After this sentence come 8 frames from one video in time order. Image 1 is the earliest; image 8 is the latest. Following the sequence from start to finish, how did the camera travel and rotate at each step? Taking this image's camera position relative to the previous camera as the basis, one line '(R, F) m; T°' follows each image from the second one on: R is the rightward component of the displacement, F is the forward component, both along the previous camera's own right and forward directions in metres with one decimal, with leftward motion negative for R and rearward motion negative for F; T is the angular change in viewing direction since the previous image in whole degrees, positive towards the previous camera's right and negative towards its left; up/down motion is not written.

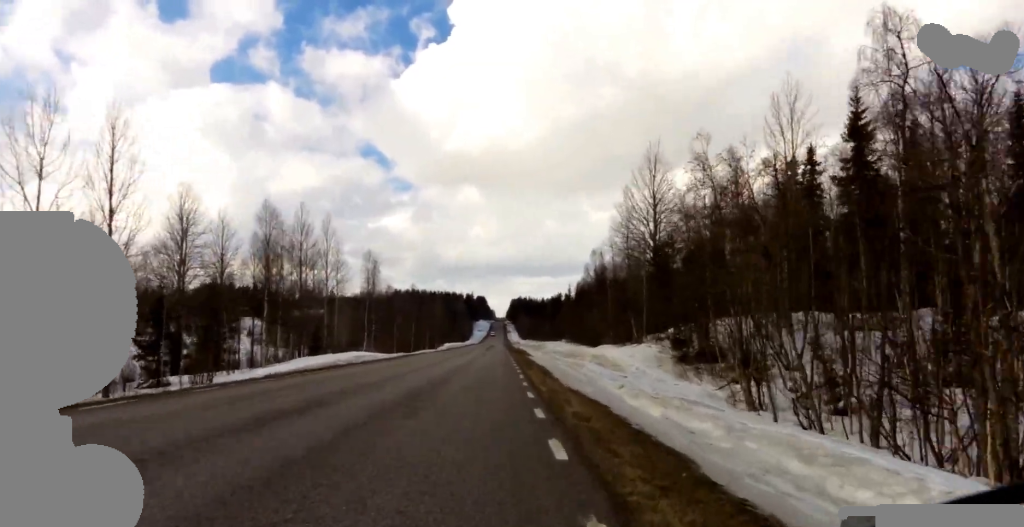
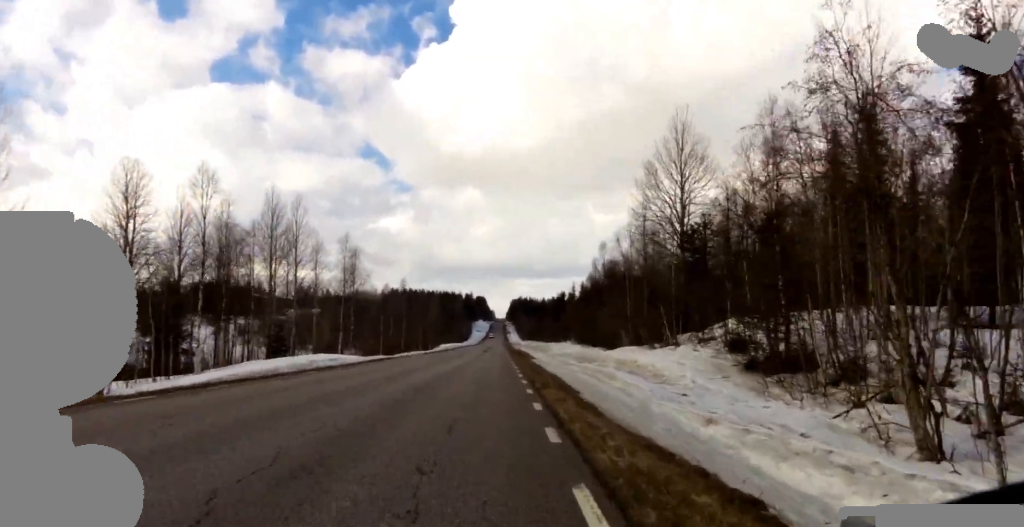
(0.0, +8.0) m; 0°
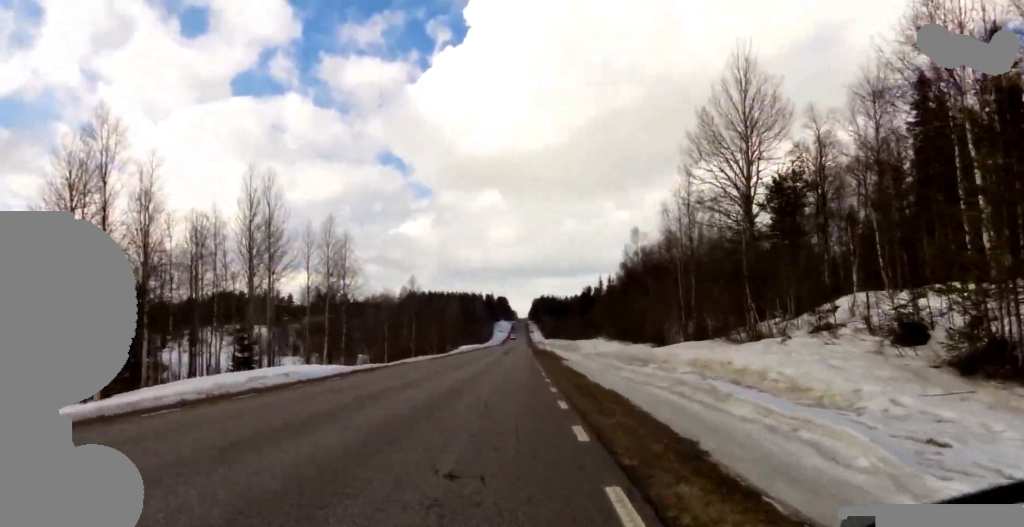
(0.0, +9.0) m; 0°
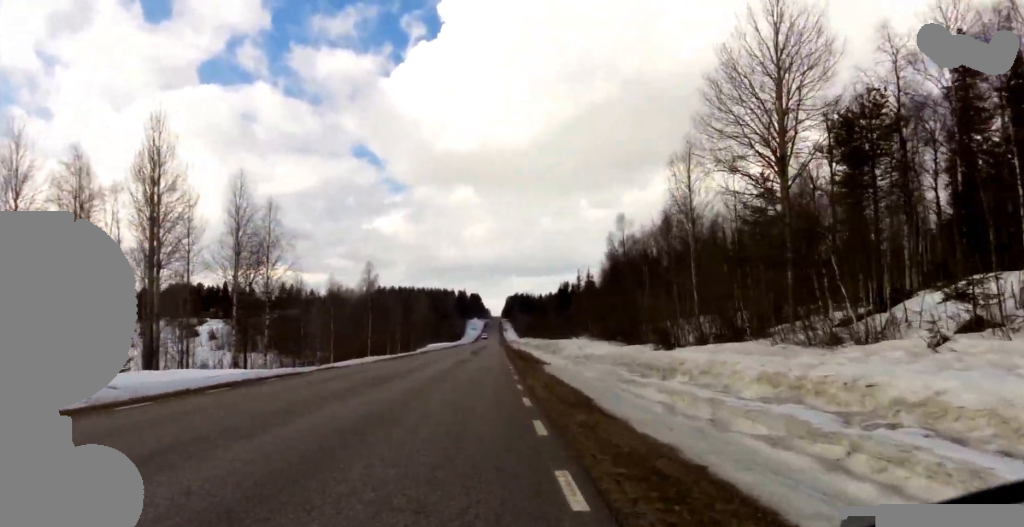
(0.0, +8.3) m; +1°
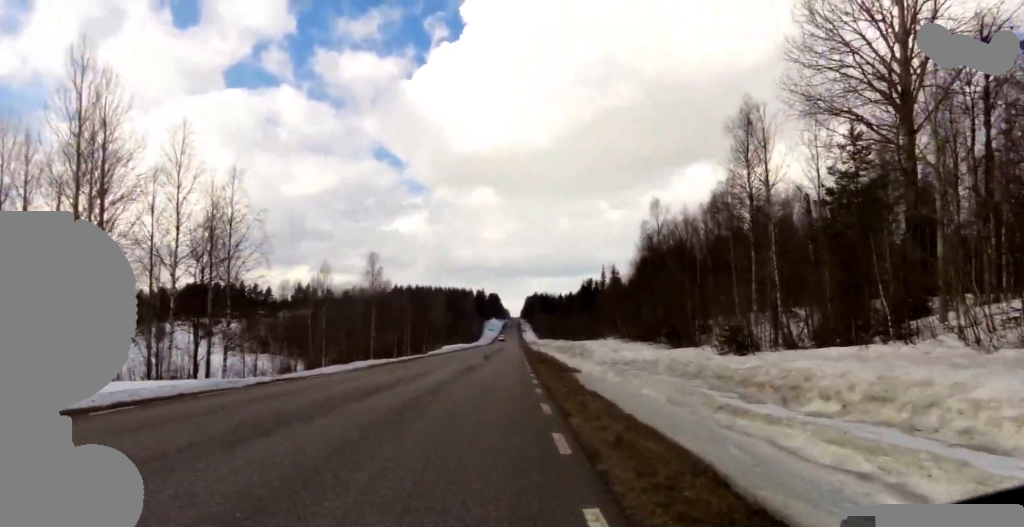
(0.0, +7.0) m; +2°
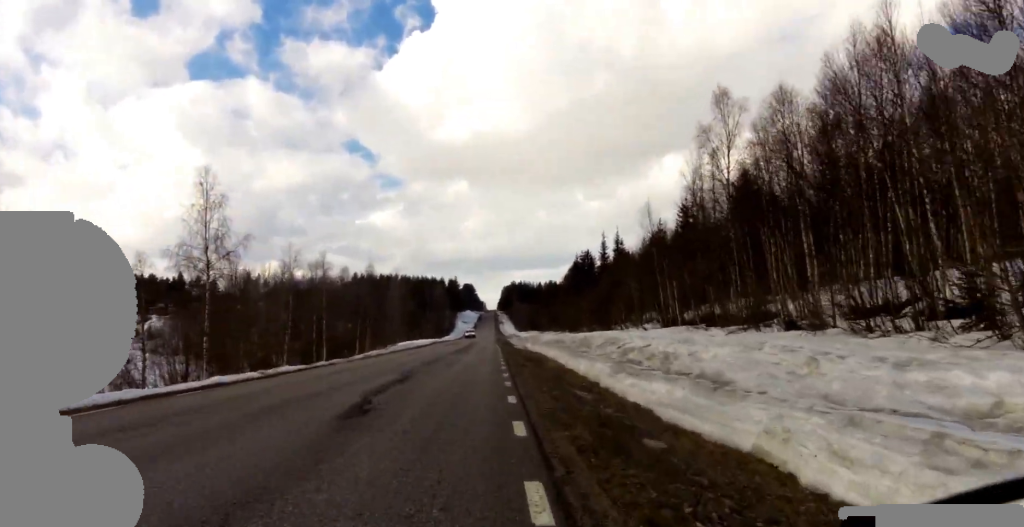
(+1.5, +26.5) m; -3°
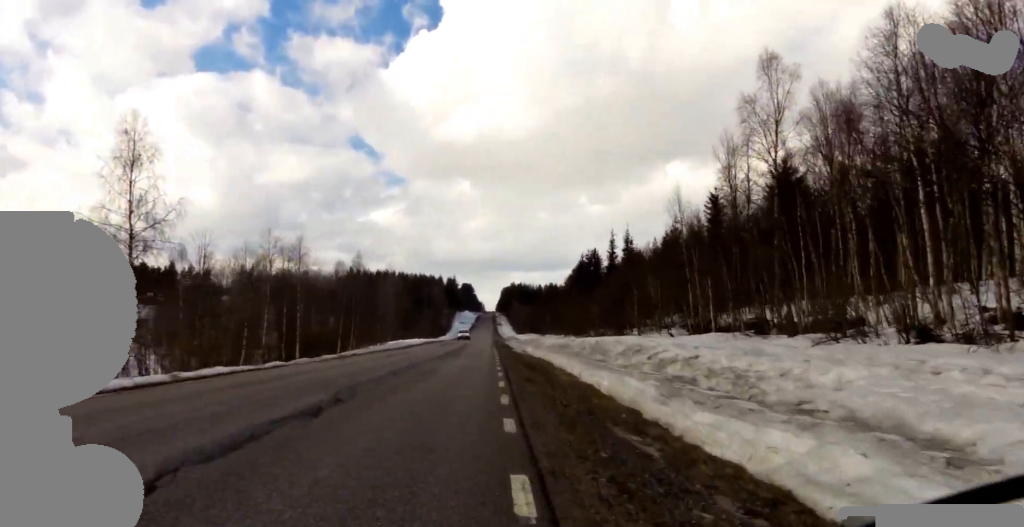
(-0.2, +6.2) m; 0°
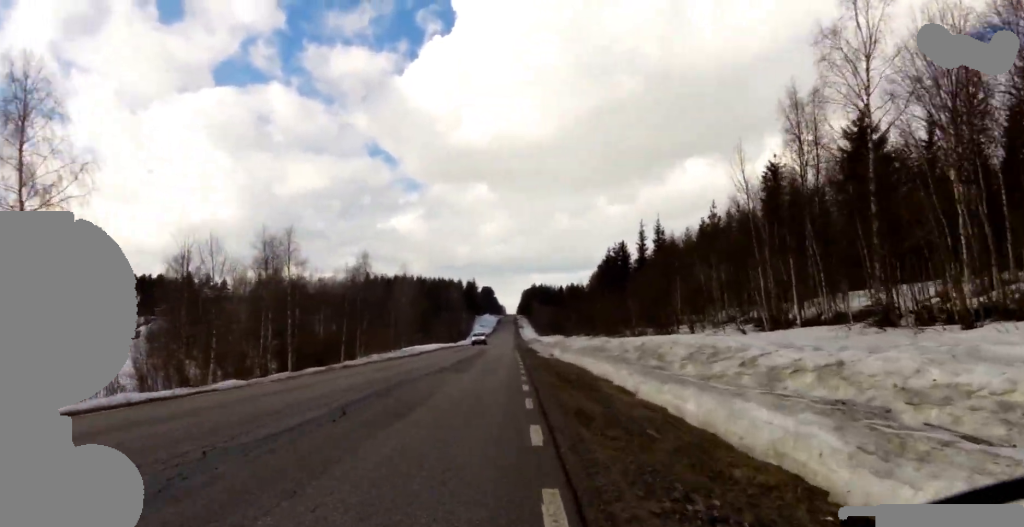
(-0.3, +6.7) m; +5°
